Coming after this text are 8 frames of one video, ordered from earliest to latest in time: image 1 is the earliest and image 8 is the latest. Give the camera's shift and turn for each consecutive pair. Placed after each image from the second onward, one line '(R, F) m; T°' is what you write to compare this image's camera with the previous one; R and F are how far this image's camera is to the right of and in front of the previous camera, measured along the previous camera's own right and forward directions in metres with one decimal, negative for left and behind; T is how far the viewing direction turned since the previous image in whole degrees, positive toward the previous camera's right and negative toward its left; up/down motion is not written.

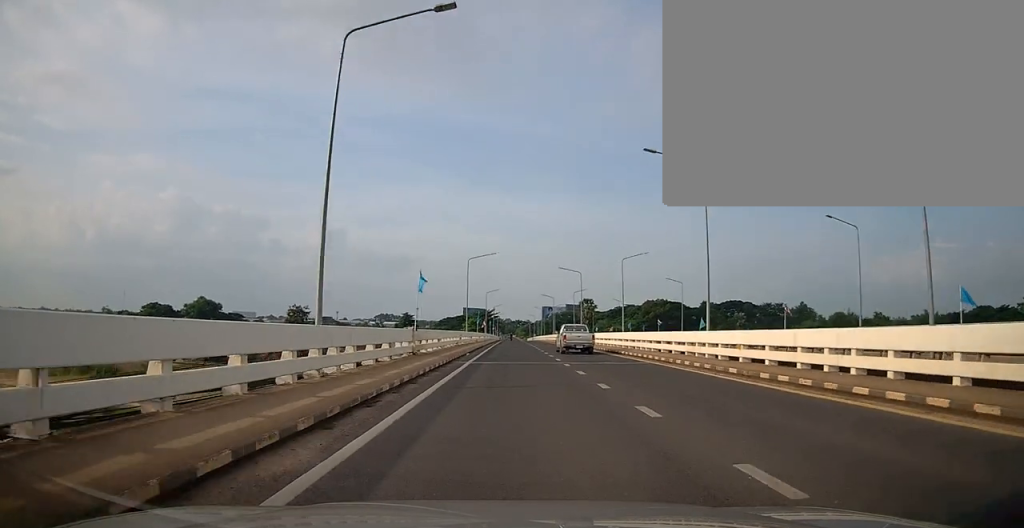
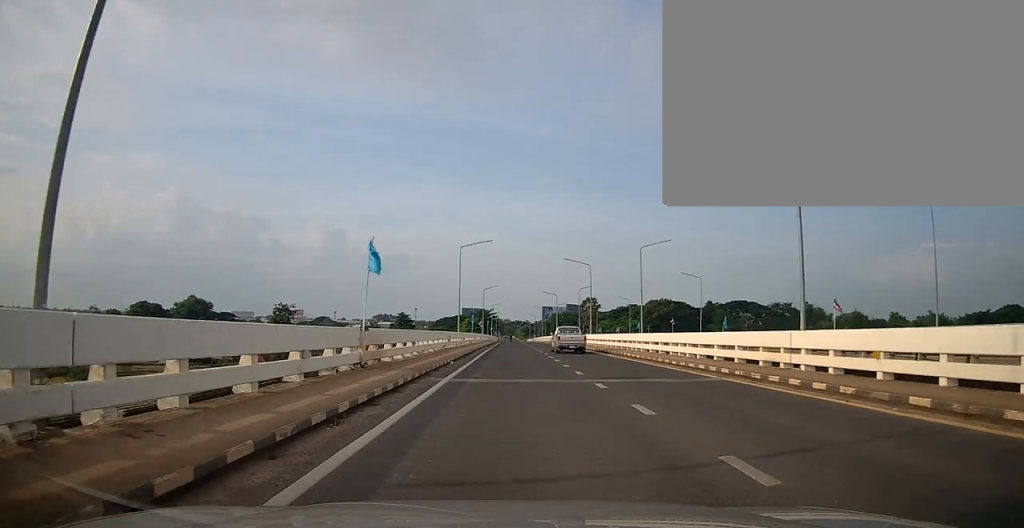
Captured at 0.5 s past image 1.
(-0.3, +7.7) m; 0°
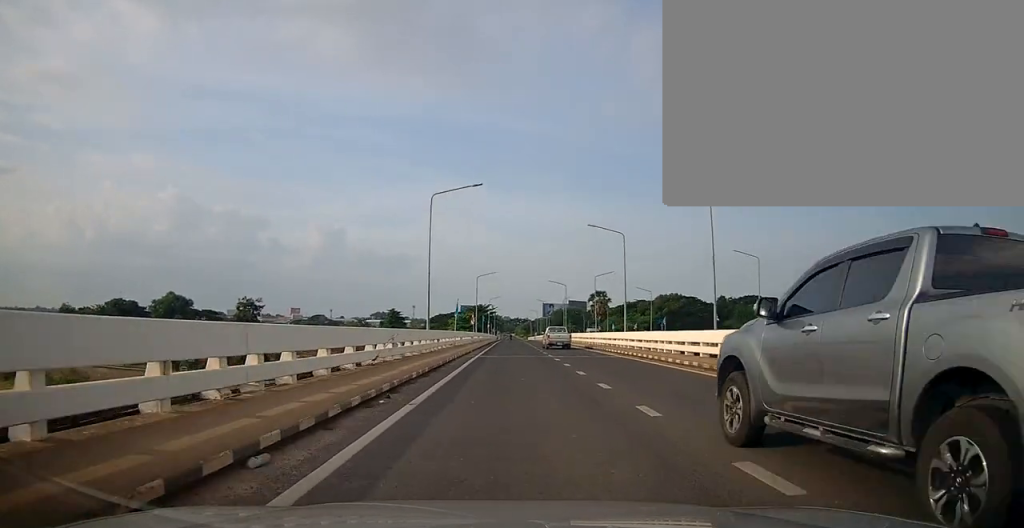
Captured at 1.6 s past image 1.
(+0.6, +16.7) m; -1°
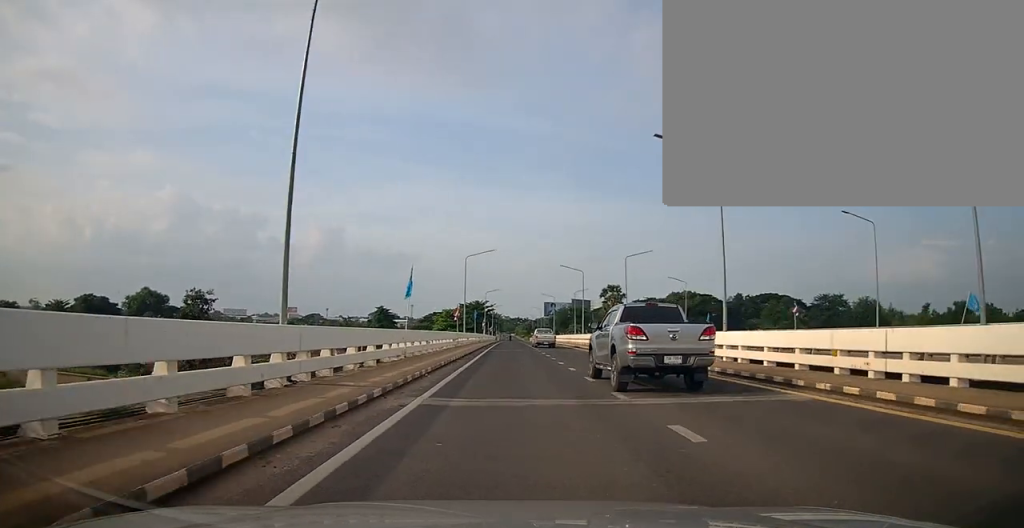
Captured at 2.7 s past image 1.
(-0.8, +18.1) m; -1°
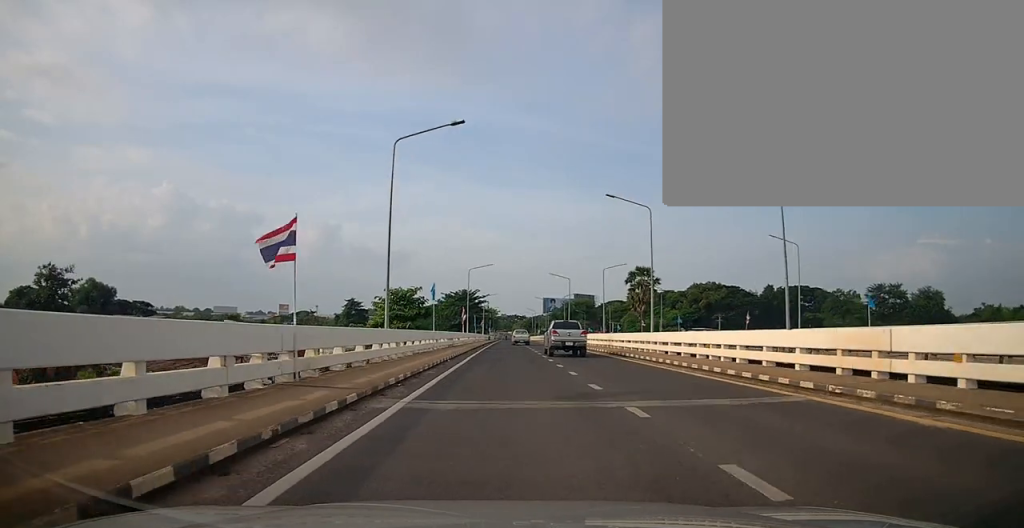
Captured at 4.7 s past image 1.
(+1.1, +30.6) m; +1°
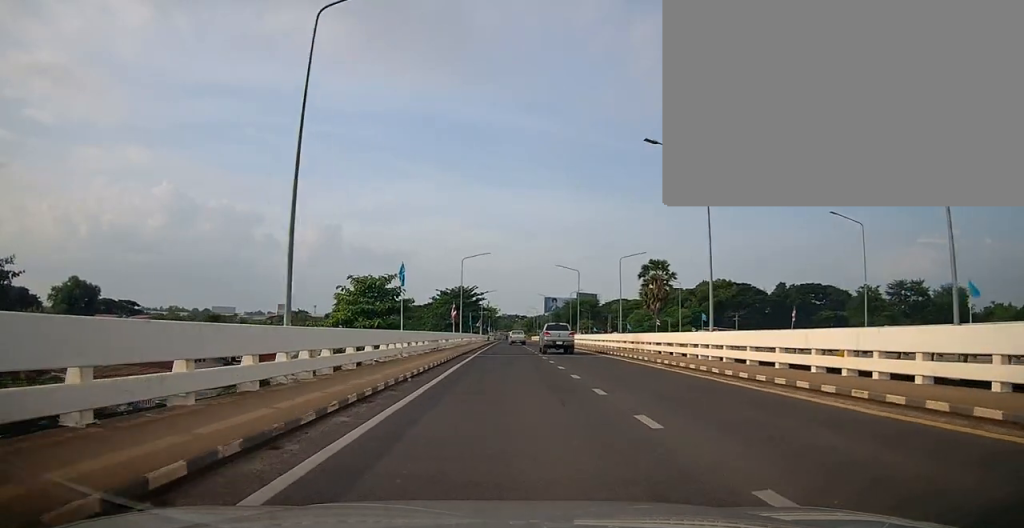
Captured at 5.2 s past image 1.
(-0.3, +9.0) m; -2°
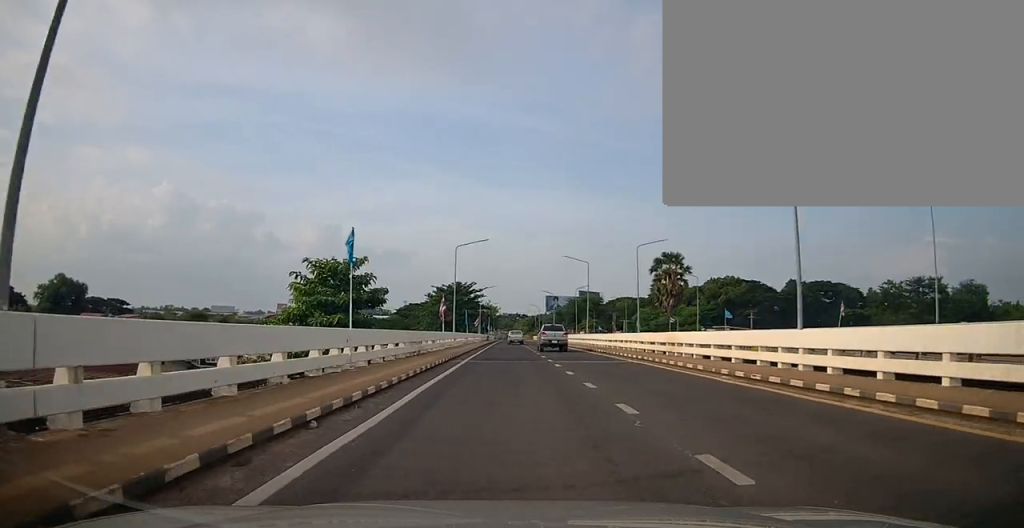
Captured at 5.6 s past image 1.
(-0.1, +6.9) m; 0°
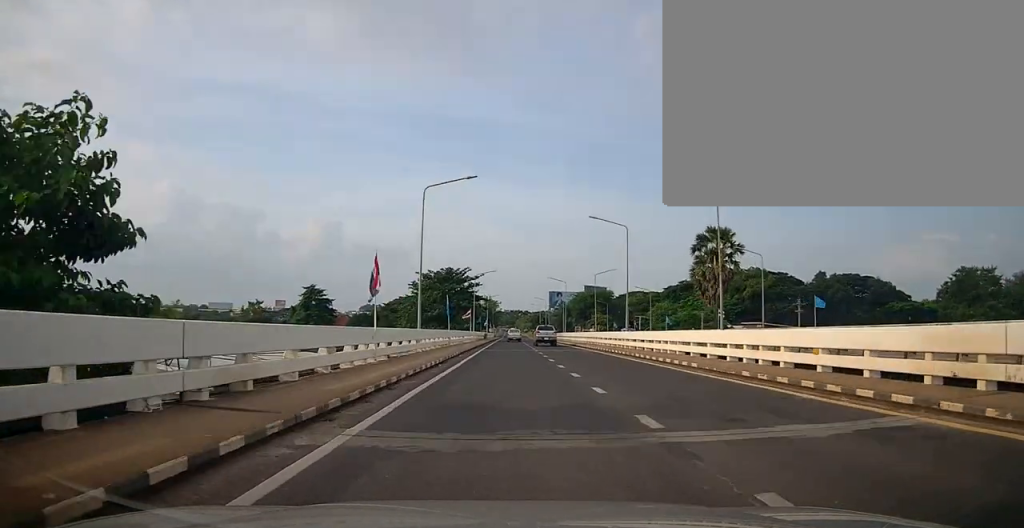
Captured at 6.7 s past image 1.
(+0.3, +17.8) m; +2°
